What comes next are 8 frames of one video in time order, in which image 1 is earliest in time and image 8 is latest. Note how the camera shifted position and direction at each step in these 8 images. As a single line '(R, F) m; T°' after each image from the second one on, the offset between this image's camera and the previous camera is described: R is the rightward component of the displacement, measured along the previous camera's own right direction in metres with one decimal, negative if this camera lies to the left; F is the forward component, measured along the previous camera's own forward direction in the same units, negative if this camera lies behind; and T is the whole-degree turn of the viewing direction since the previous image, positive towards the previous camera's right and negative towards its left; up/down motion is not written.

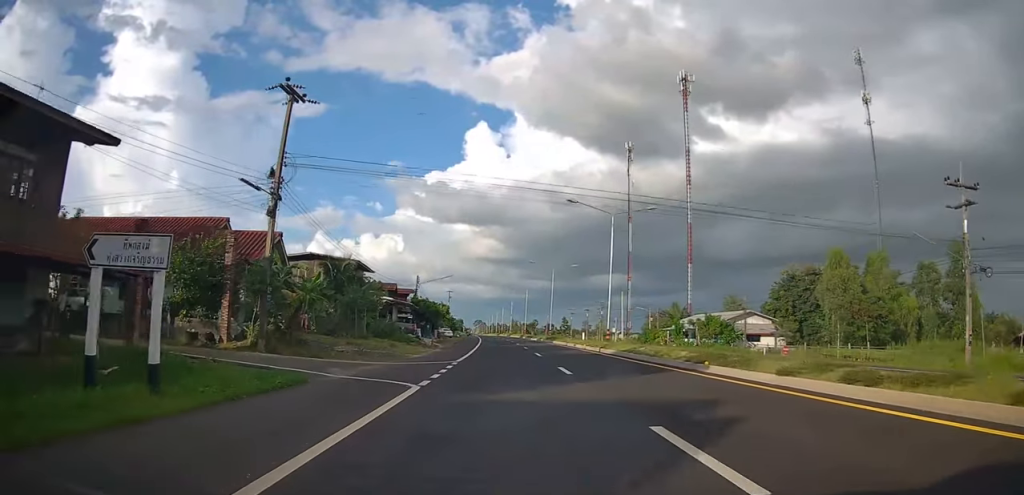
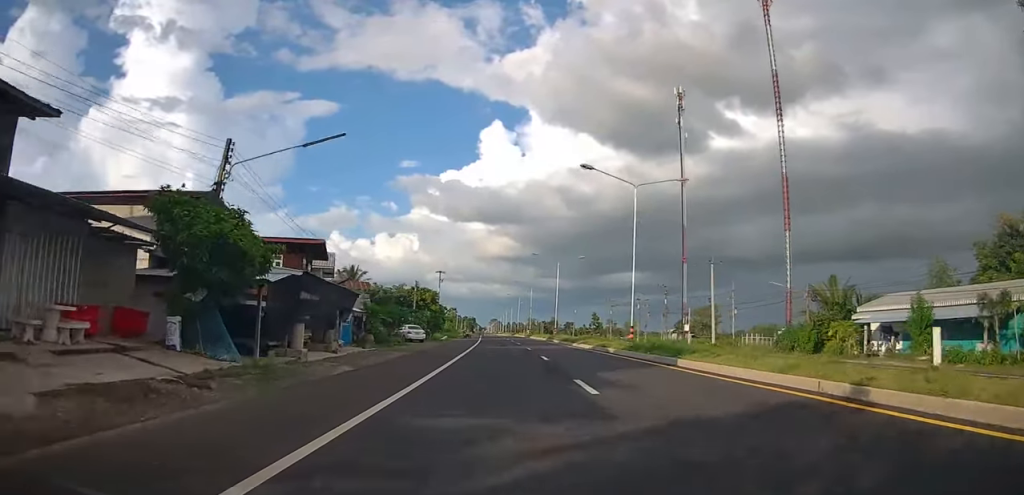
(-0.9, +41.7) m; -3°
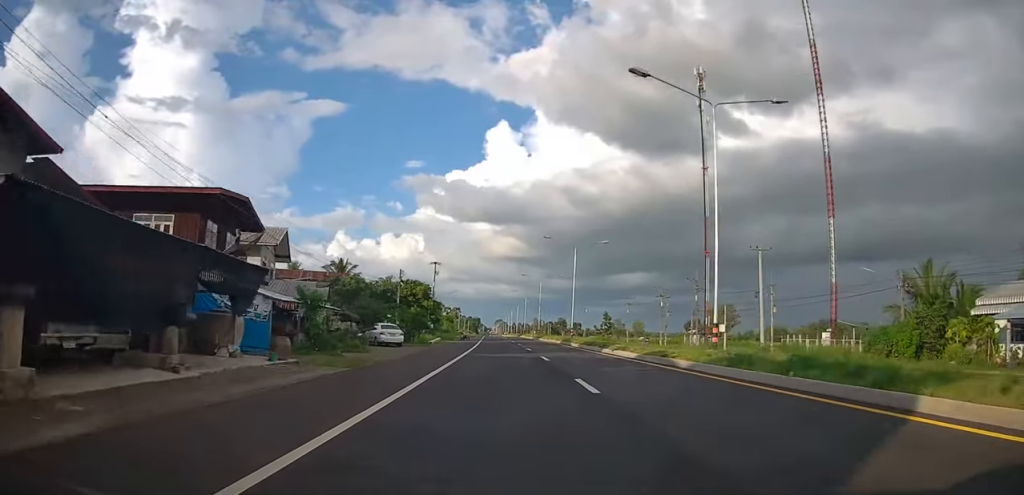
(-0.4, +11.8) m; -1°
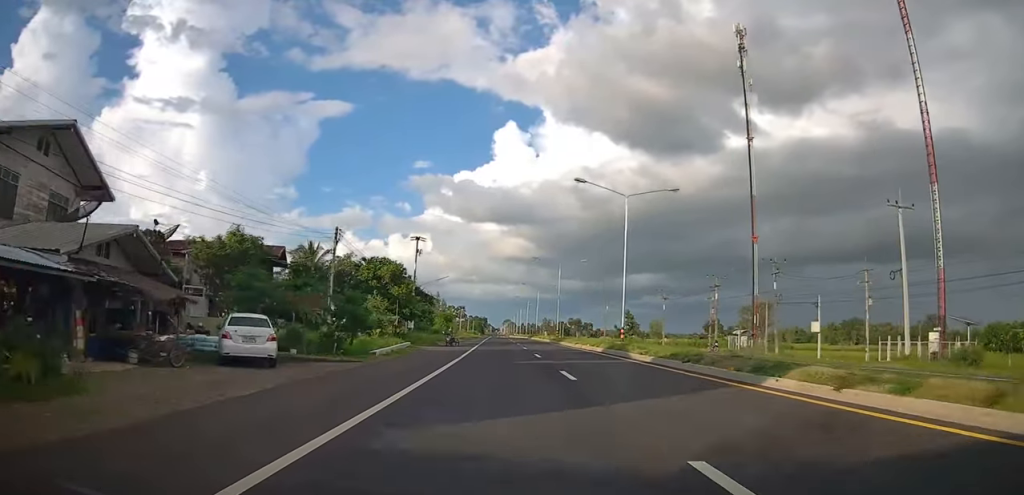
(-0.3, +20.8) m; -1°
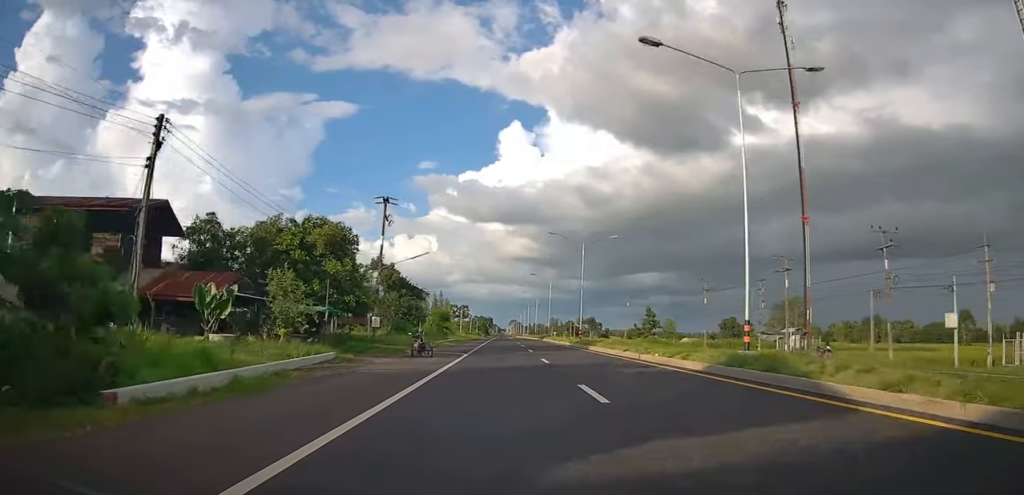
(+0.1, +16.8) m; 0°
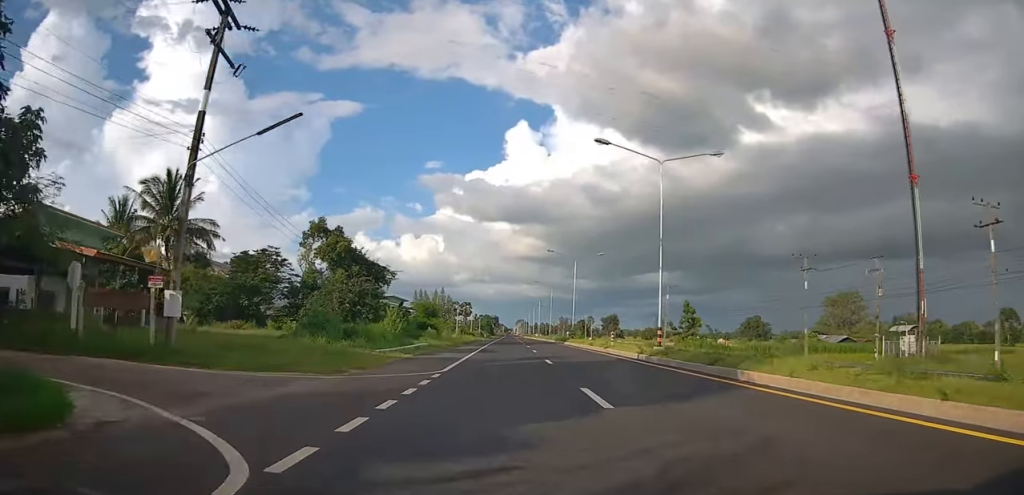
(-0.1, +24.8) m; 0°
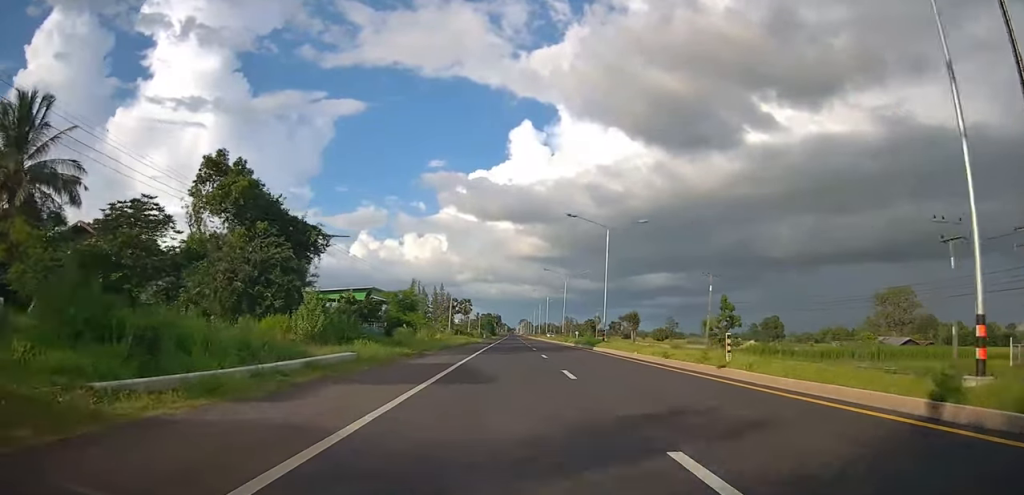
(0.0, +18.5) m; 0°
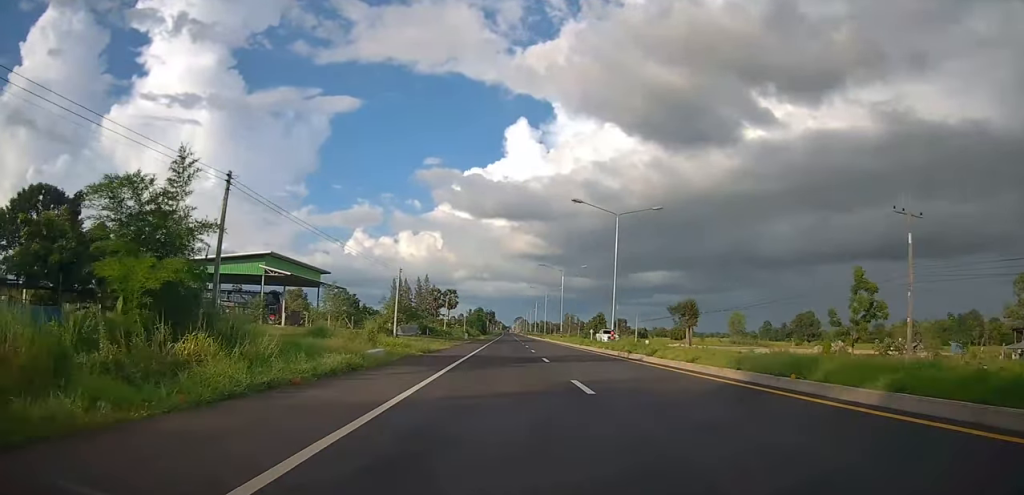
(-0.9, +39.6) m; -2°
